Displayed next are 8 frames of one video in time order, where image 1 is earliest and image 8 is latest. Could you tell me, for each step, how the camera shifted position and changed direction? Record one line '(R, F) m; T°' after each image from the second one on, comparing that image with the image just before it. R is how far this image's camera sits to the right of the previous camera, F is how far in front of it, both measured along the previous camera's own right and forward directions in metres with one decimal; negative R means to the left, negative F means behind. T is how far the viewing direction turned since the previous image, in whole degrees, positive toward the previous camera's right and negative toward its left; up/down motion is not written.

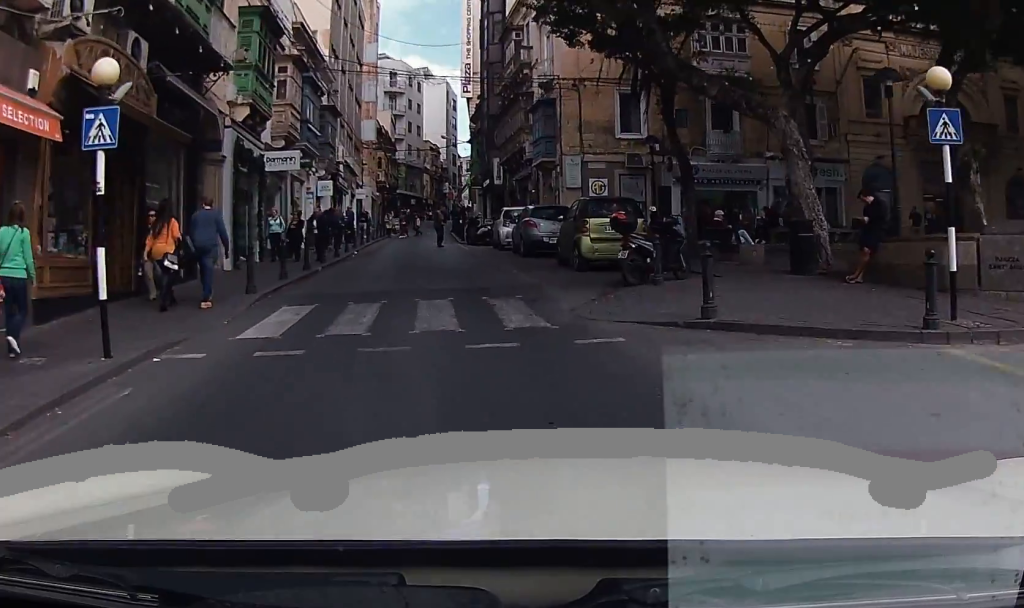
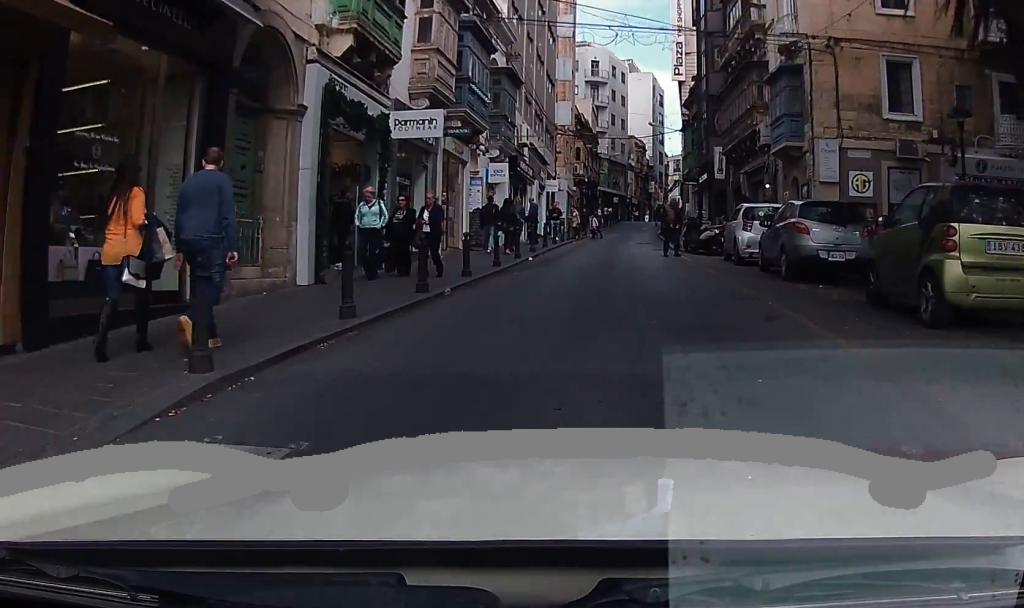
(-1.9, +7.4) m; -14°
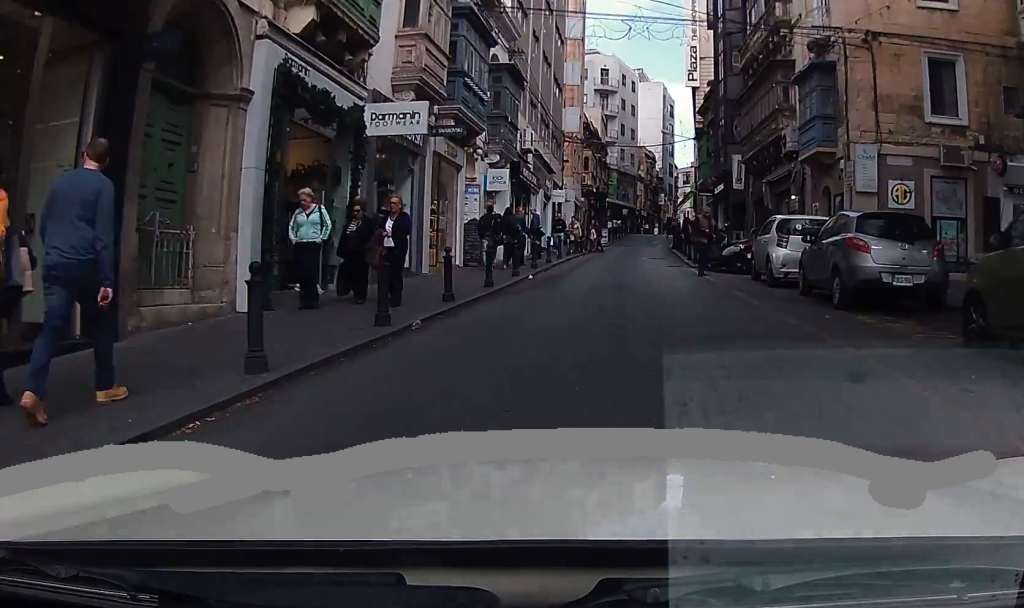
(+0.3, +2.4) m; +2°
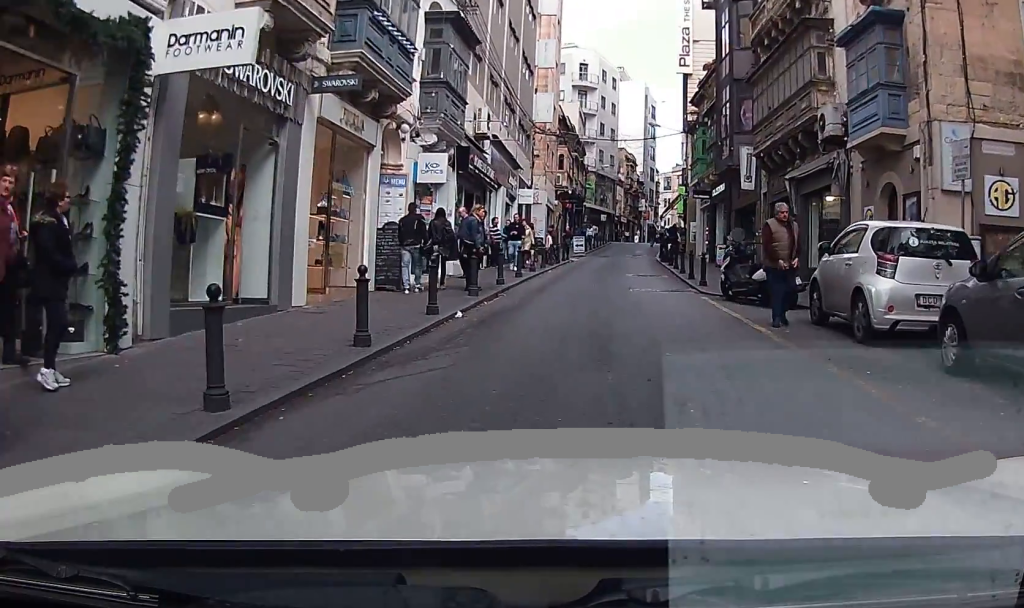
(-0.3, +6.6) m; -3°
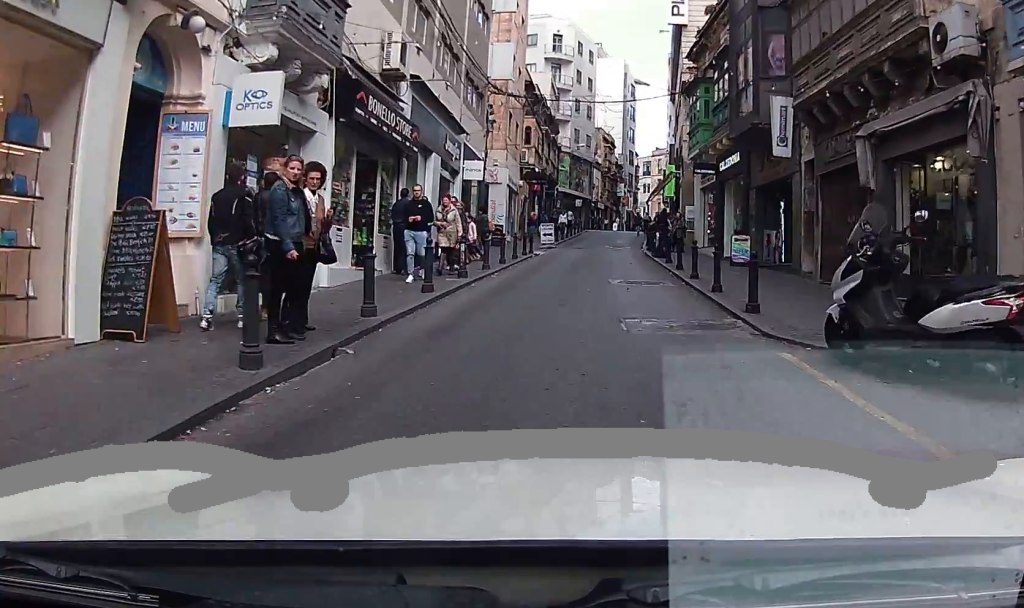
(0.0, +7.9) m; +3°
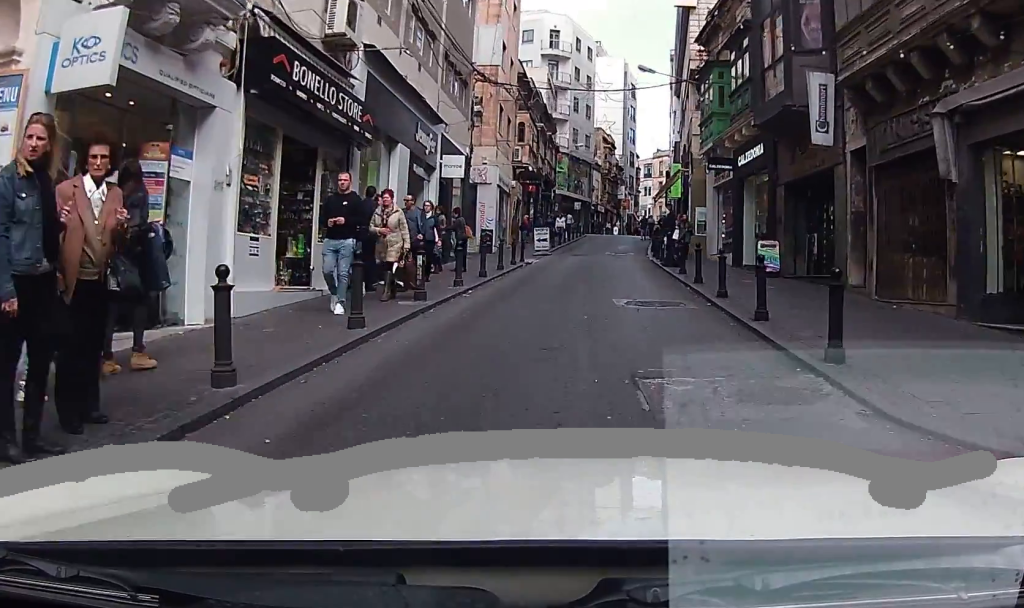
(+0.1, +3.4) m; +2°
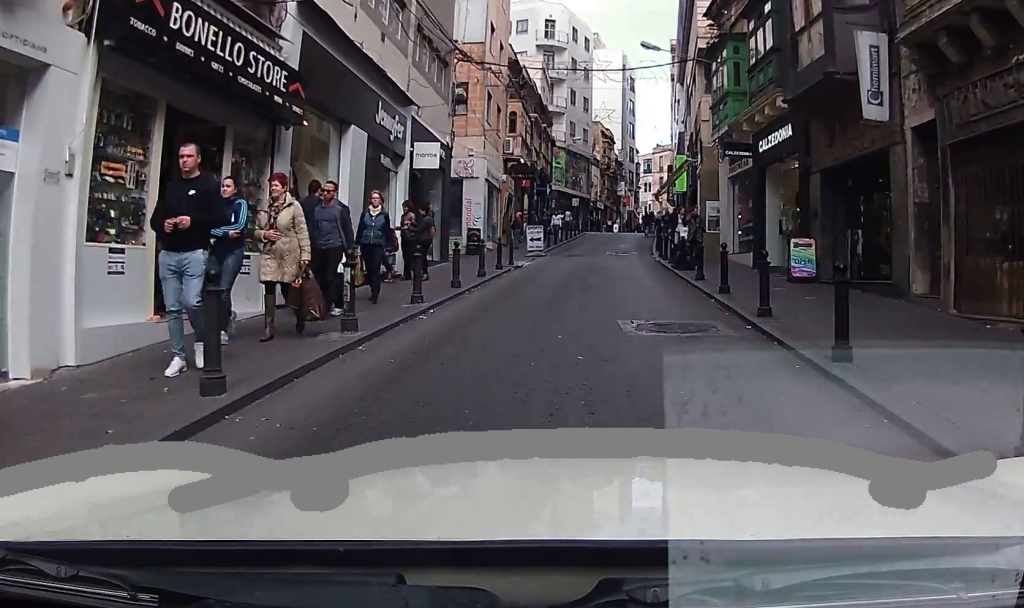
(+0.1, +3.0) m; +2°
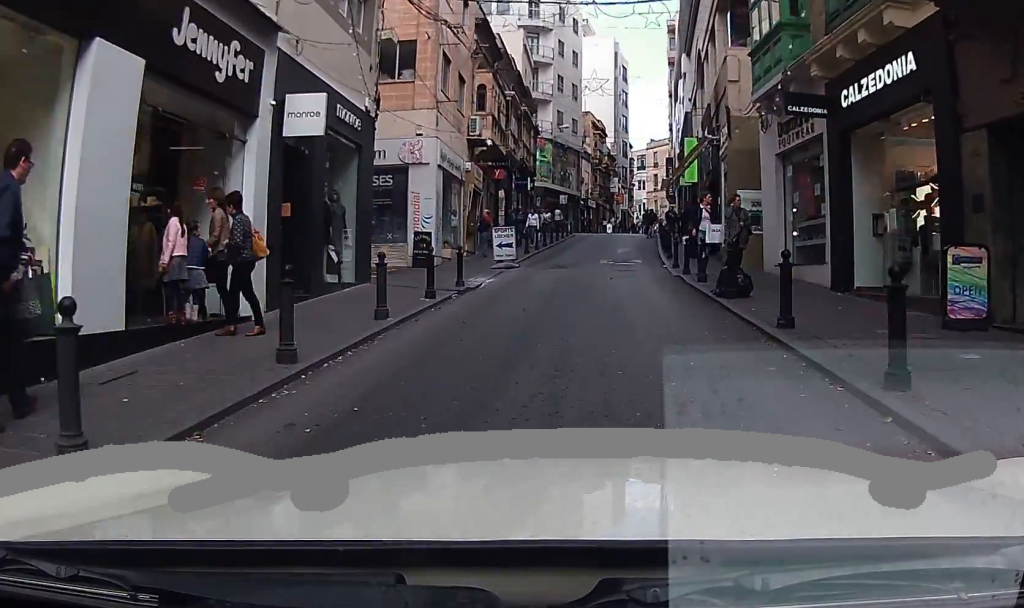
(0.0, +7.2) m; -2°
